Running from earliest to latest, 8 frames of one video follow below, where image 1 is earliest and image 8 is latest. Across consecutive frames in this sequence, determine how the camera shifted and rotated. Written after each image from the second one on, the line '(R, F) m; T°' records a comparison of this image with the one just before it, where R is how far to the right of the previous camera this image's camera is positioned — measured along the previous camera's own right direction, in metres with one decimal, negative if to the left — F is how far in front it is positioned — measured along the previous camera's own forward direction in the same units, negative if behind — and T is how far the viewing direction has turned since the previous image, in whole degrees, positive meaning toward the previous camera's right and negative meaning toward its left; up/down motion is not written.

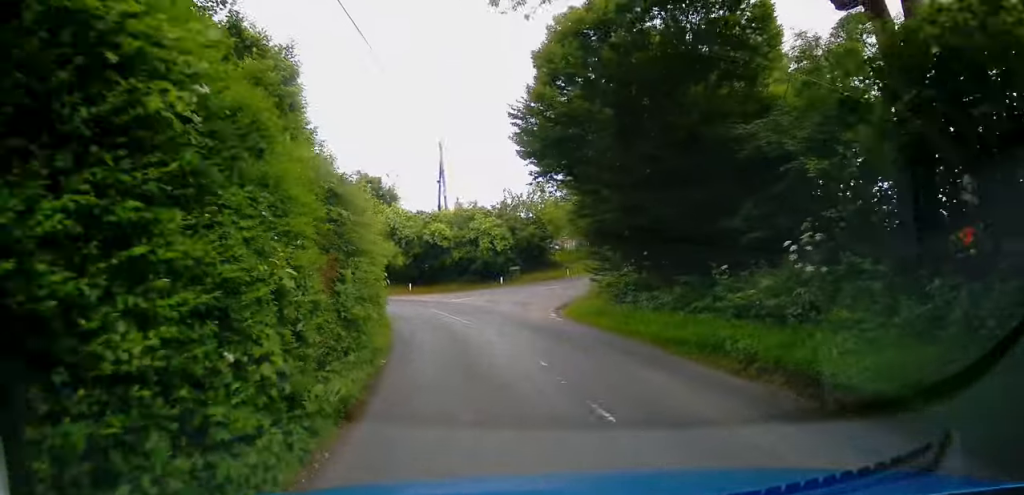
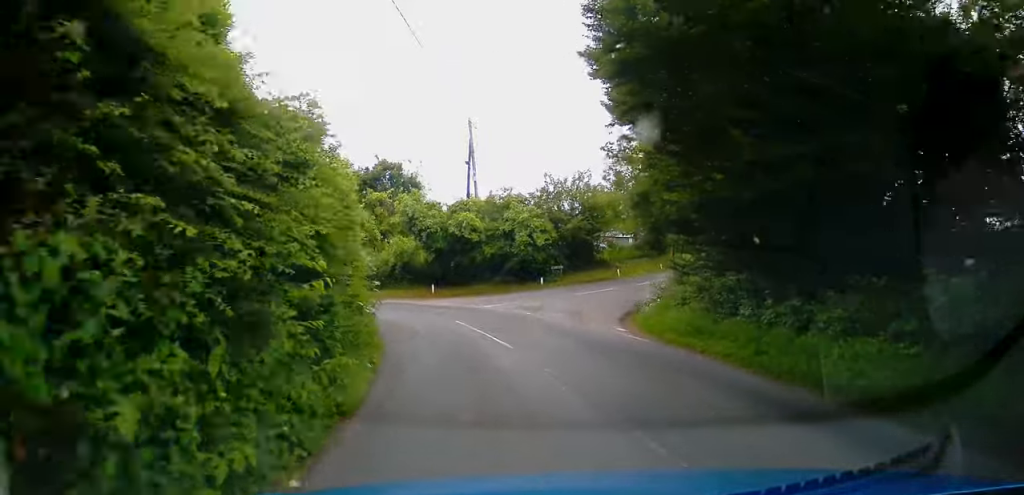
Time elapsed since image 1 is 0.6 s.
(-0.2, +6.4) m; -4°
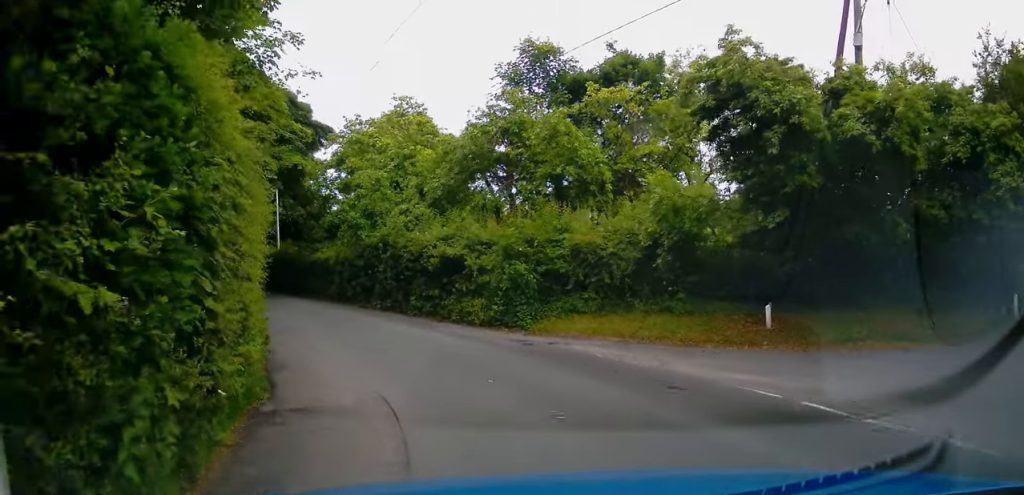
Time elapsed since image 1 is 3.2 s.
(-2.7, +22.6) m; -19°
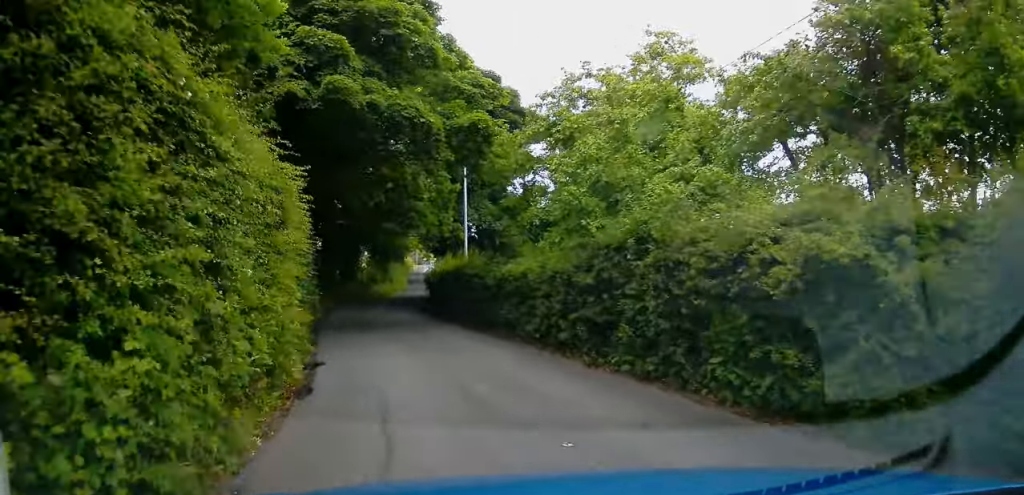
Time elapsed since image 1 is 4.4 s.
(-1.7, +9.8) m; -19°
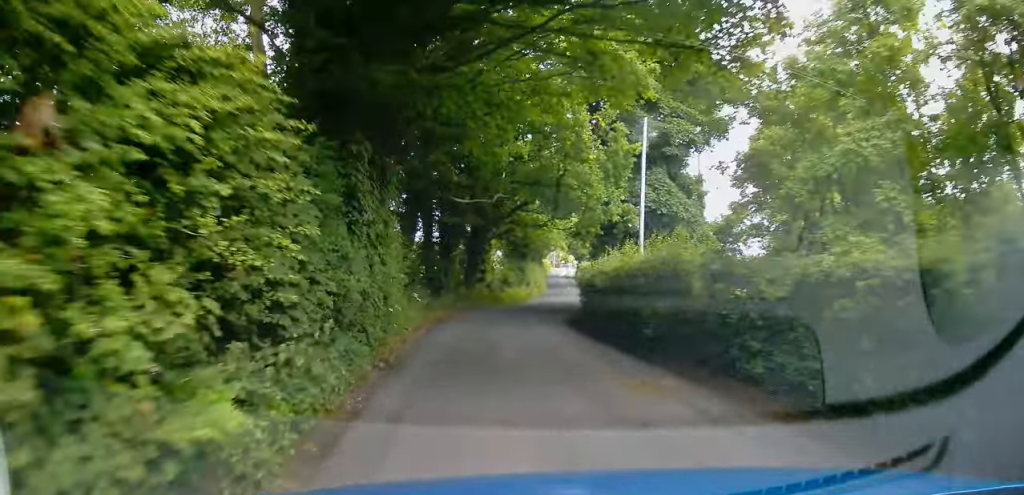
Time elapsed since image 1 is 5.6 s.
(-1.3, +9.5) m; -10°
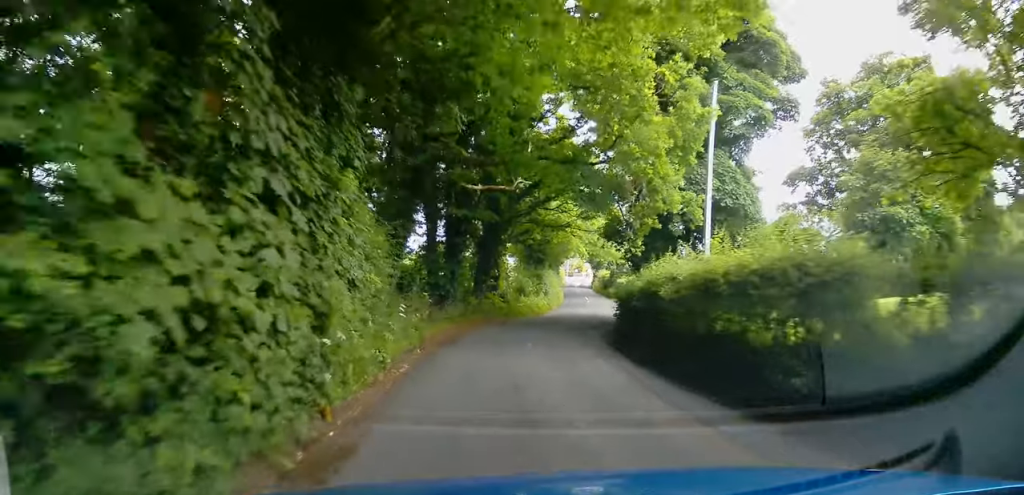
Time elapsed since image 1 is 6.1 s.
(-0.2, +5.2) m; -2°
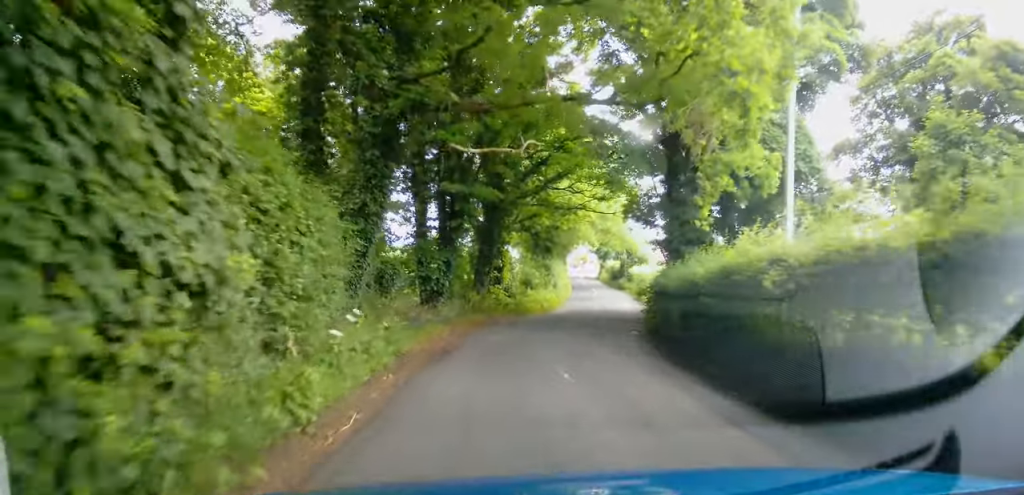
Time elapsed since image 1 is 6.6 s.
(+0.1, +4.4) m; 0°
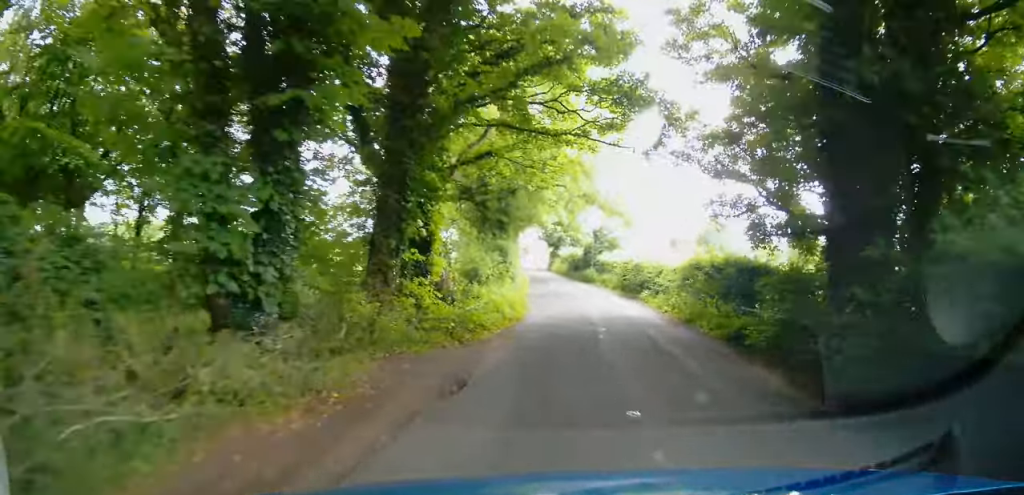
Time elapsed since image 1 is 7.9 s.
(-0.3, +13.1) m; +1°
